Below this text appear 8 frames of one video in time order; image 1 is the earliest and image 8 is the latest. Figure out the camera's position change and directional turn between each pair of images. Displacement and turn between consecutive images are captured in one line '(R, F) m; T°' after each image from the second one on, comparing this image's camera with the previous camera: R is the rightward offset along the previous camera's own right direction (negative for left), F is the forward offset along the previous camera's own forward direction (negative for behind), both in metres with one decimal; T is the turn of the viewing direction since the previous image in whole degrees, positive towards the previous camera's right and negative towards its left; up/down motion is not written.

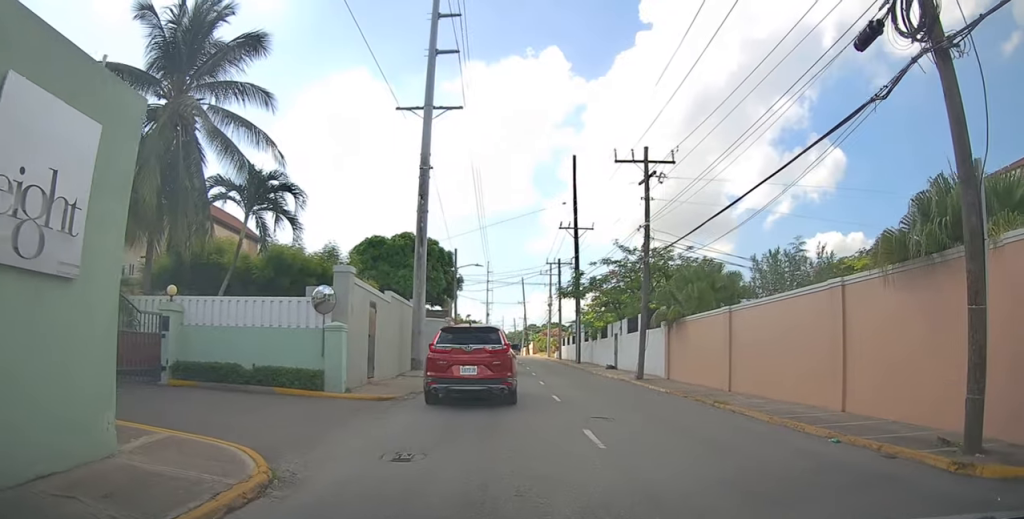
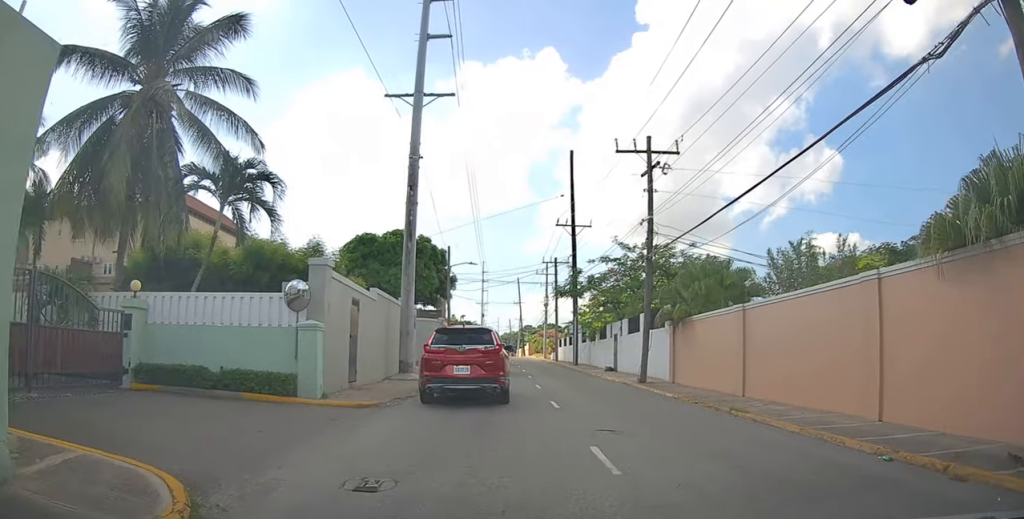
(+0.2, +1.3) m; +1°
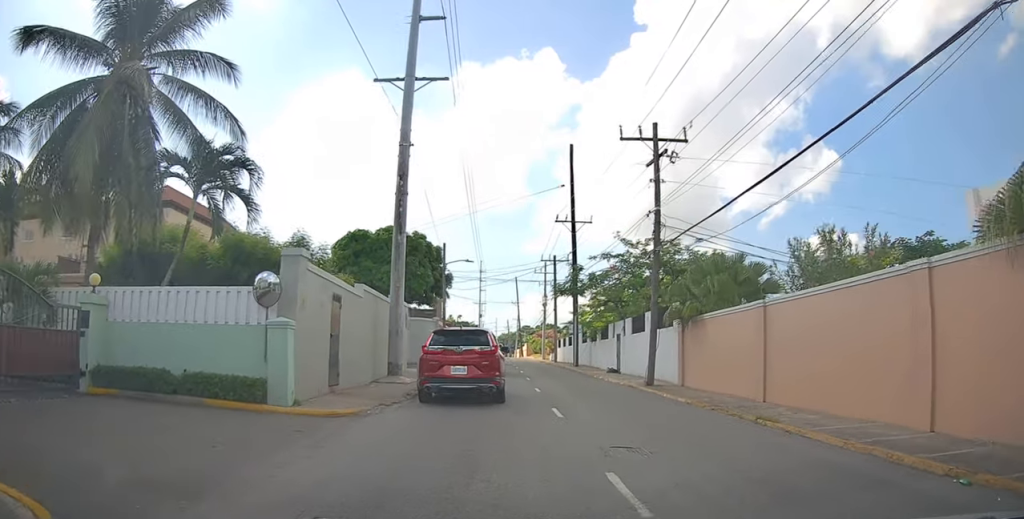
(+0.1, +1.4) m; 0°
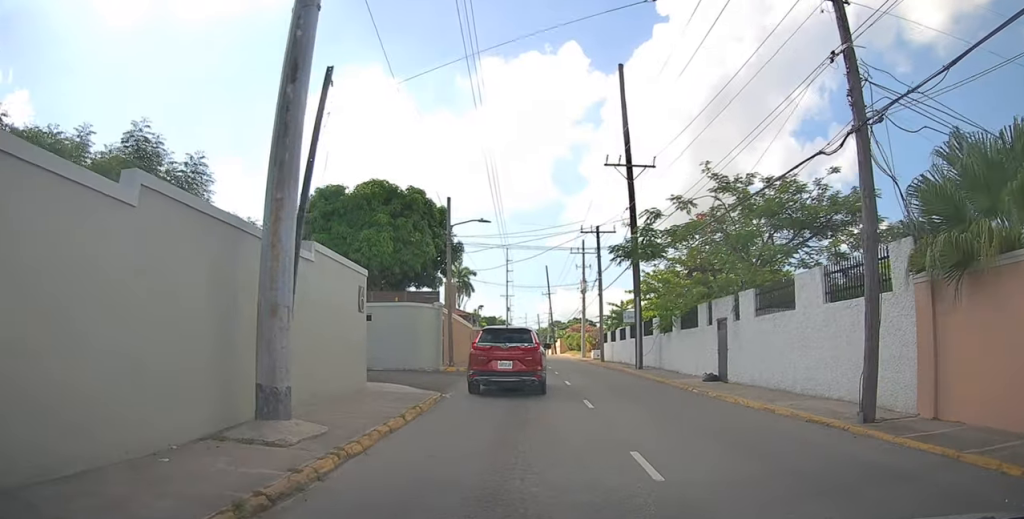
(-0.2, +10.8) m; 0°
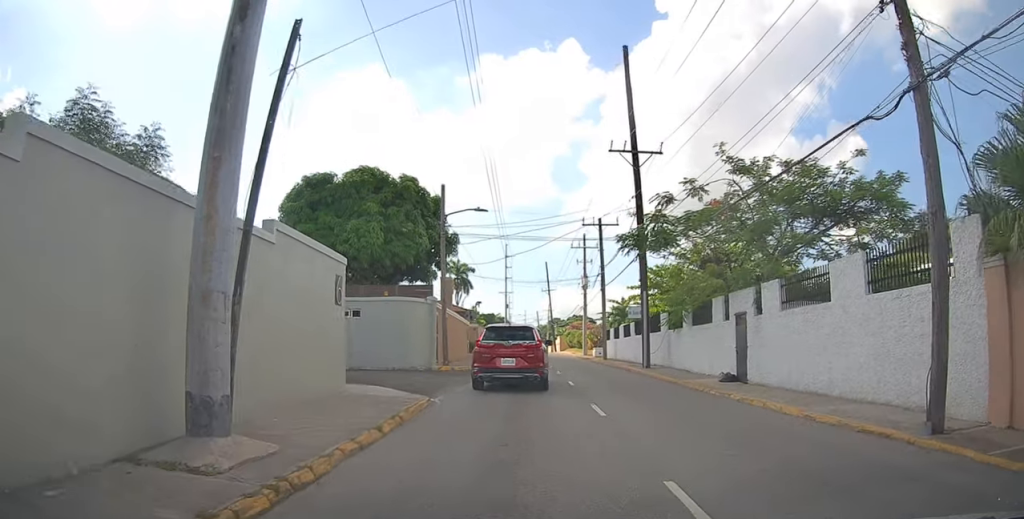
(-0.2, +1.6) m; -3°
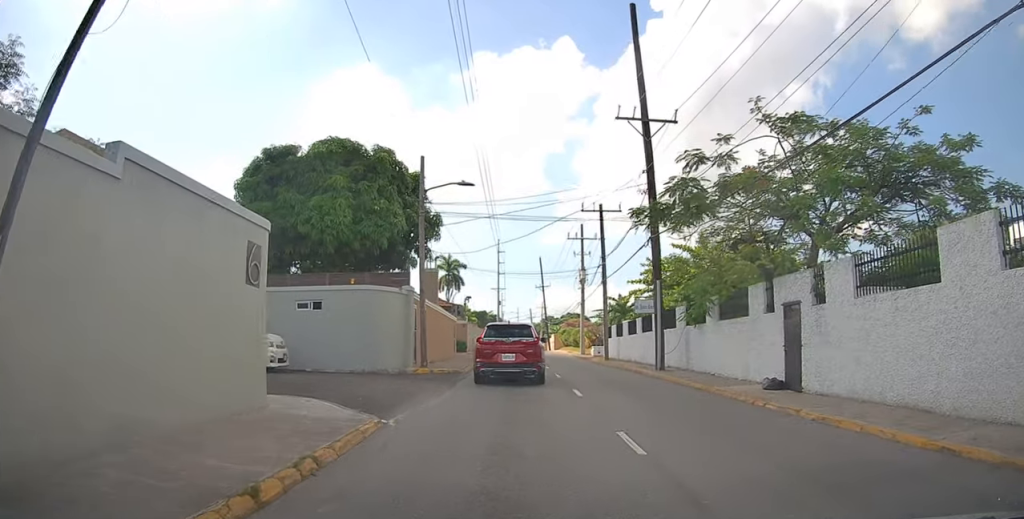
(-0.2, +3.5) m; -3°
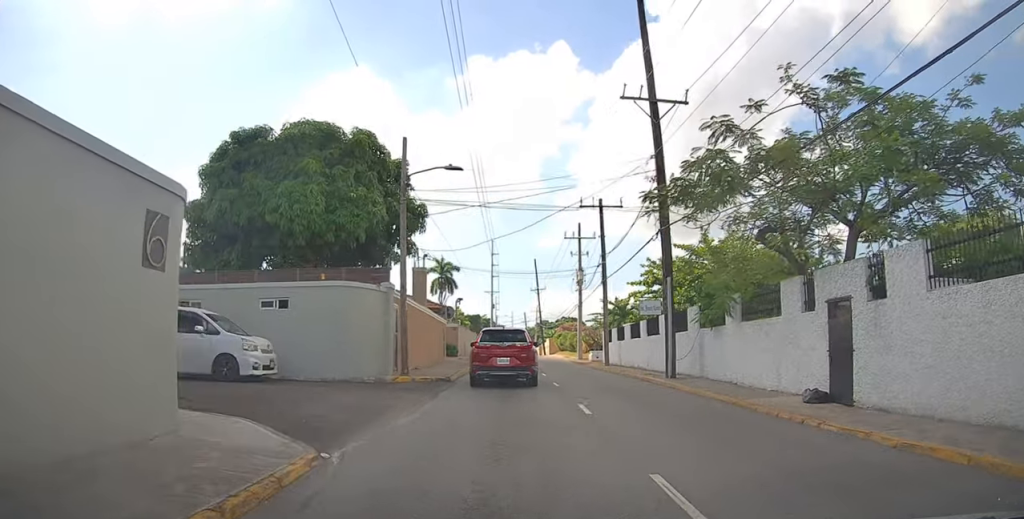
(0.0, +2.2) m; +2°
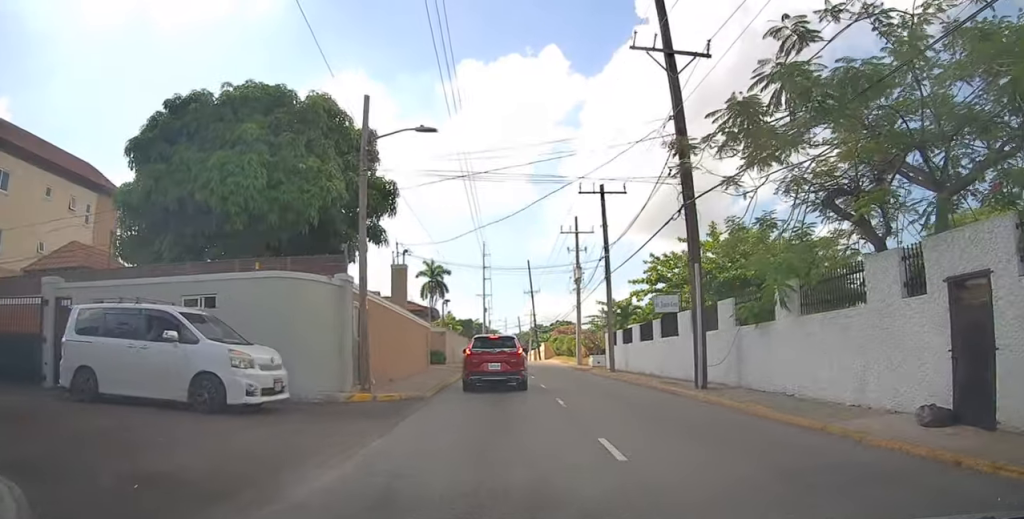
(+0.2, +3.6) m; +5°
